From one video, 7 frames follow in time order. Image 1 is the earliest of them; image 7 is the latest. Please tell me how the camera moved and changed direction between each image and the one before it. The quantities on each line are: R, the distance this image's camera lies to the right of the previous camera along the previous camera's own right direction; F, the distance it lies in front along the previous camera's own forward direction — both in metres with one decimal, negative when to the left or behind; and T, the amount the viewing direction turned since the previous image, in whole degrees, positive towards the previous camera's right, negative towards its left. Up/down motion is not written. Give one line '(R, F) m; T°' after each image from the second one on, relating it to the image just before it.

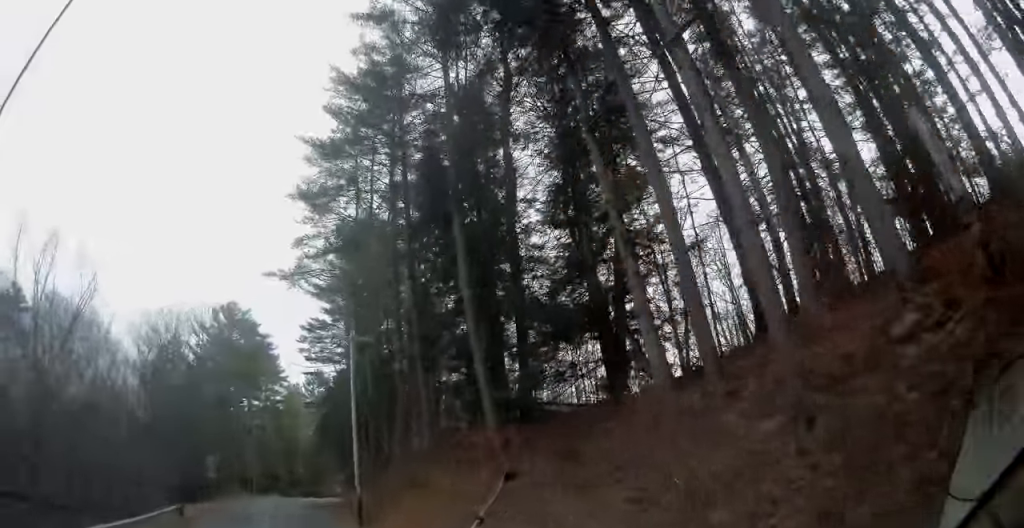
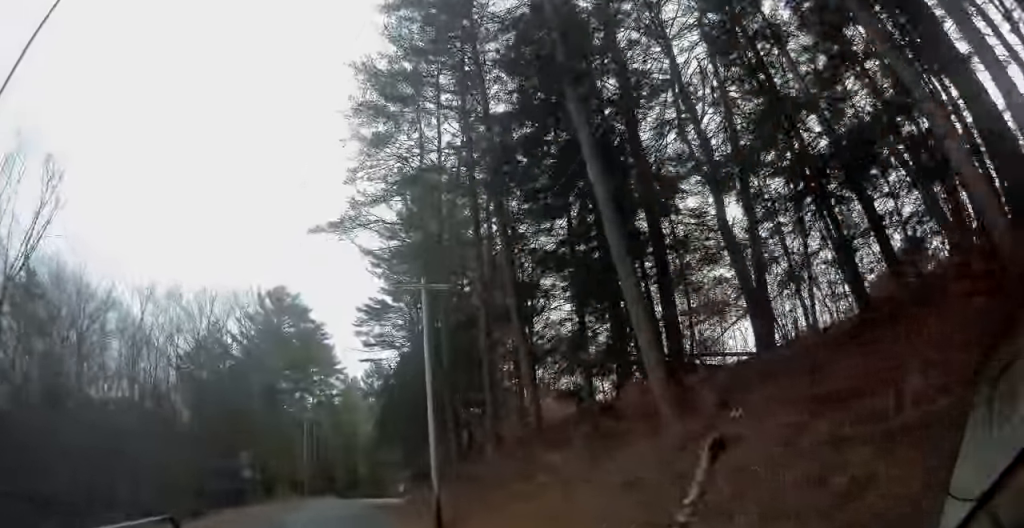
(+0.3, +7.8) m; +2°
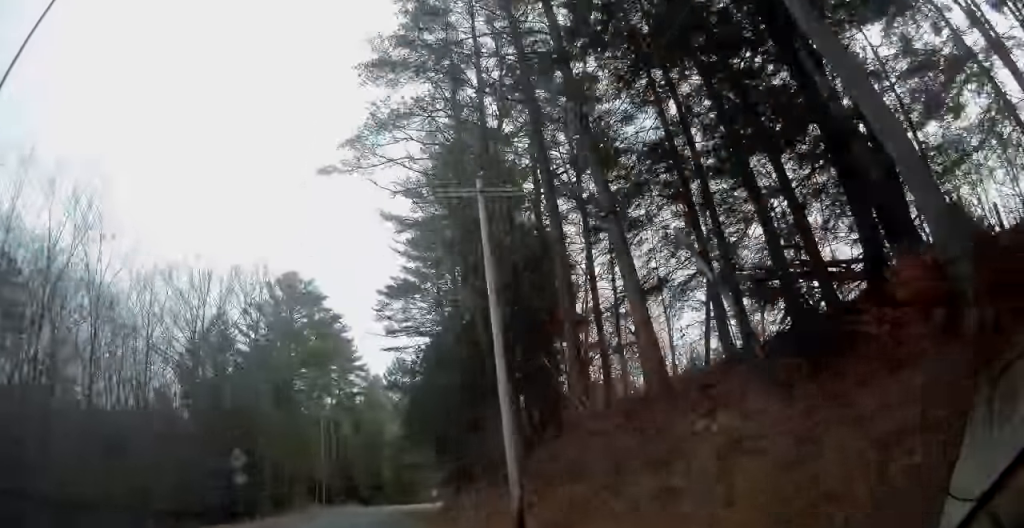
(-0.1, +8.1) m; -4°
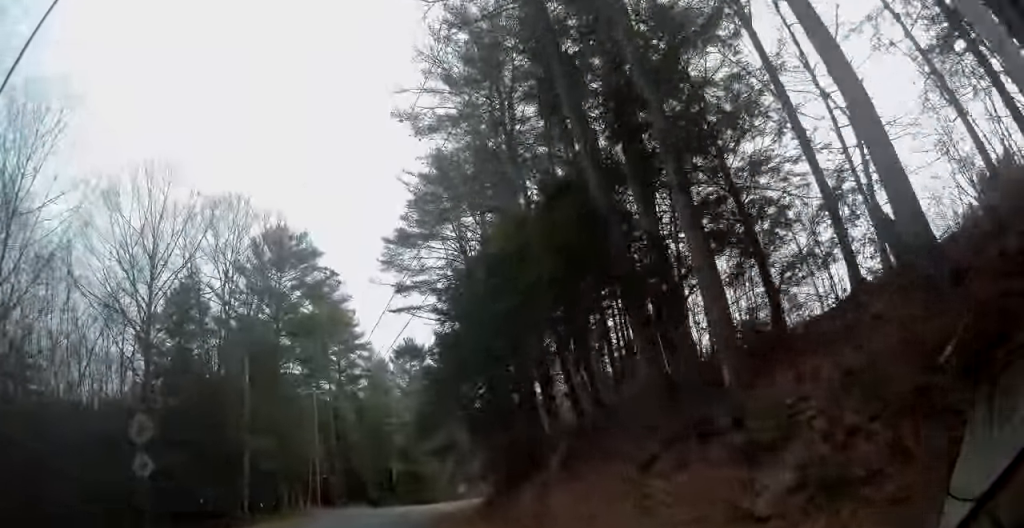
(-0.7, +13.1) m; -4°
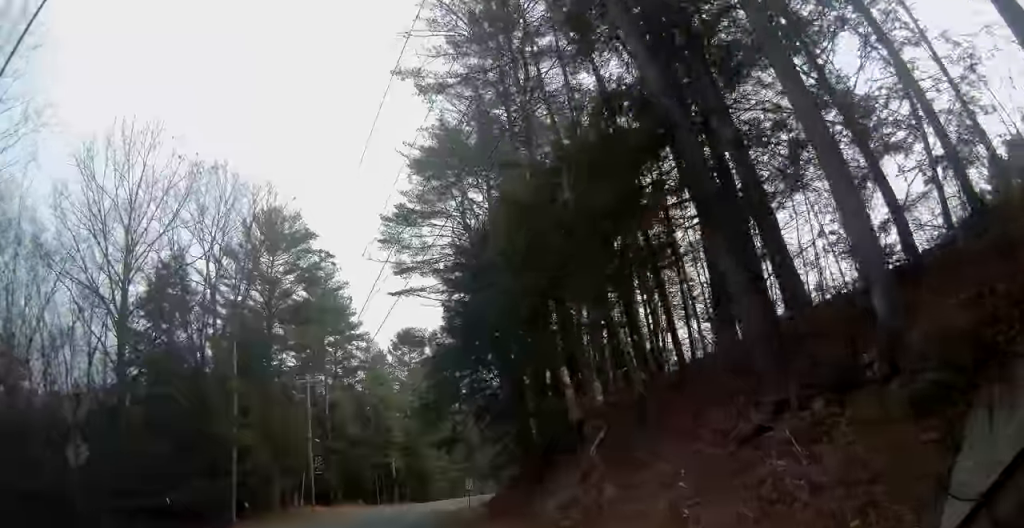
(0.0, +3.8) m; +1°
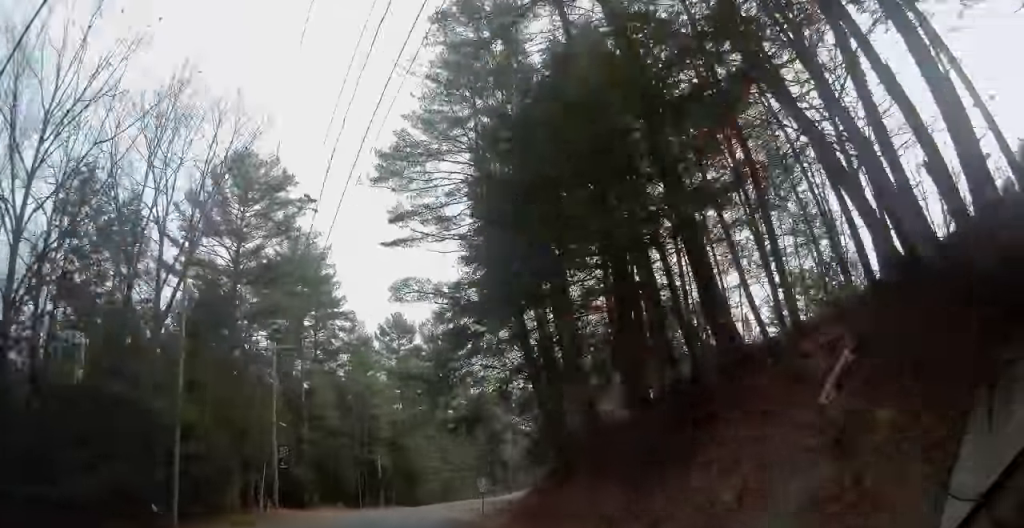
(+0.3, +10.2) m; +3°
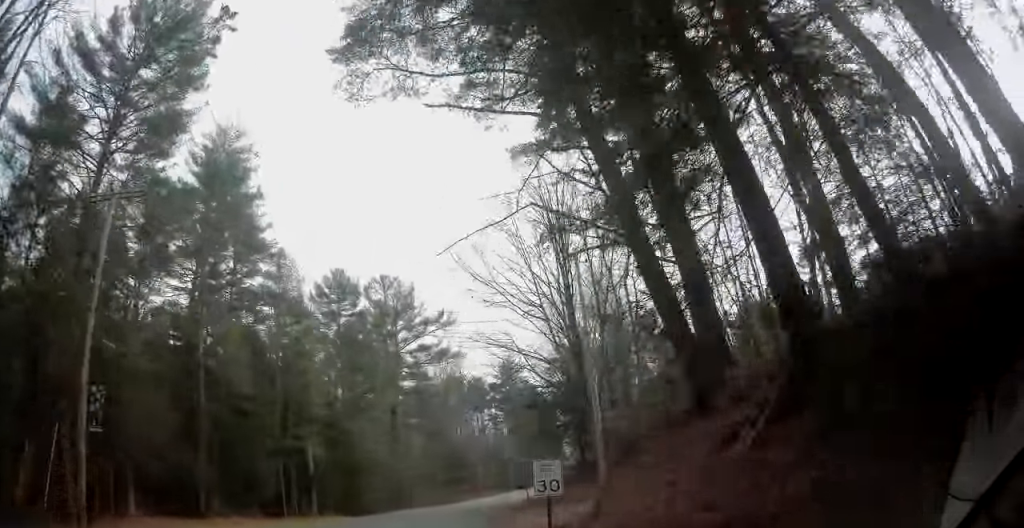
(+0.4, +18.3) m; +5°
